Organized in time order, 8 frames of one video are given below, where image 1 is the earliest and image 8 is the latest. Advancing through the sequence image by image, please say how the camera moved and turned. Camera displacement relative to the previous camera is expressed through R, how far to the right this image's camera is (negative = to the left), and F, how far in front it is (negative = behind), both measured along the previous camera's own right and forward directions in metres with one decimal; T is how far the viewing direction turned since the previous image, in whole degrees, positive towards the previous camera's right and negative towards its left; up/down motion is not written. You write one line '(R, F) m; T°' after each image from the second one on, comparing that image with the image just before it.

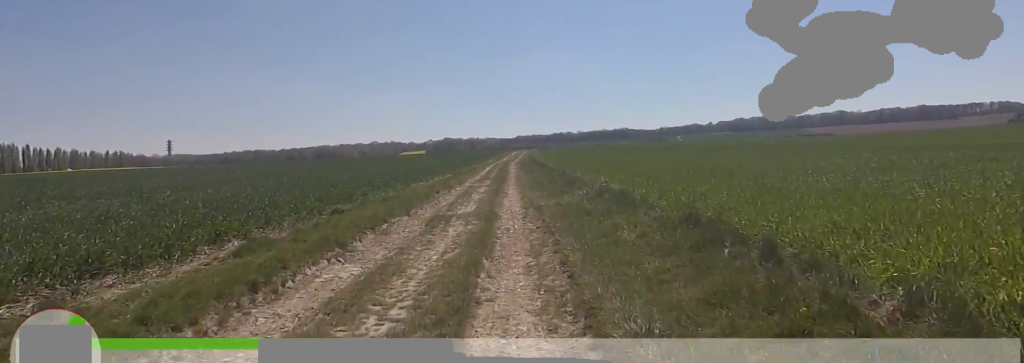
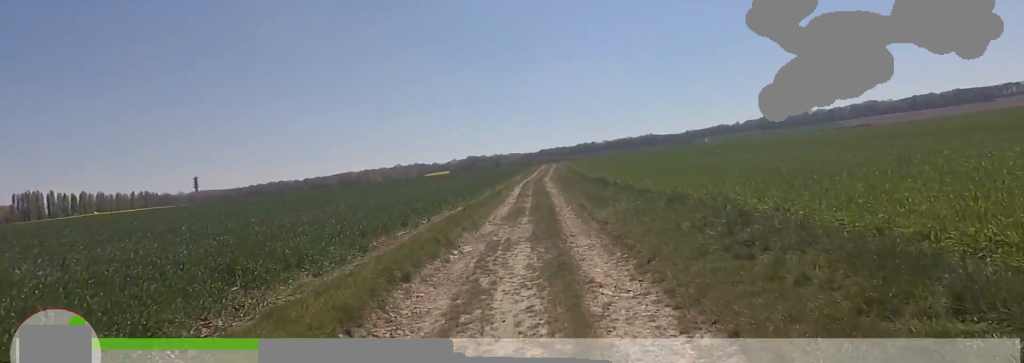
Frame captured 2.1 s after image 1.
(+0.3, +11.6) m; +2°
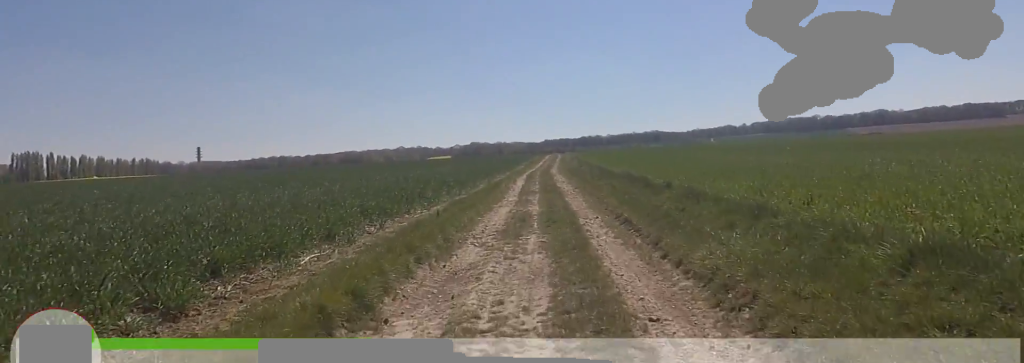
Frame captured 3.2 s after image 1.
(+0.1, +5.8) m; -1°
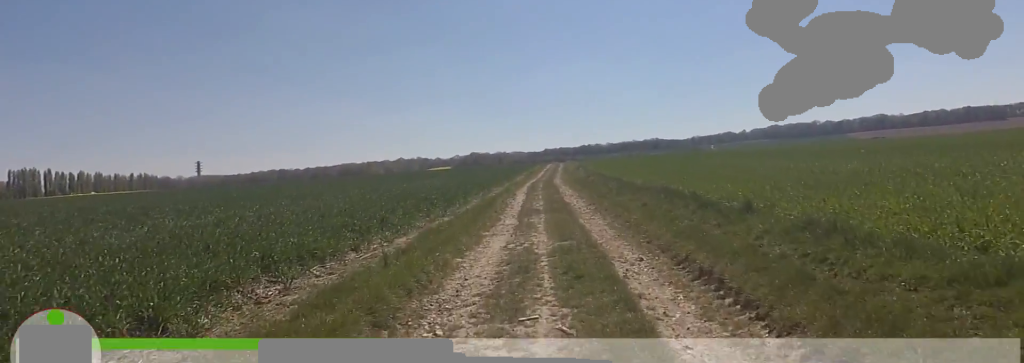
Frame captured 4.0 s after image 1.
(-0.3, +4.3) m; 0°
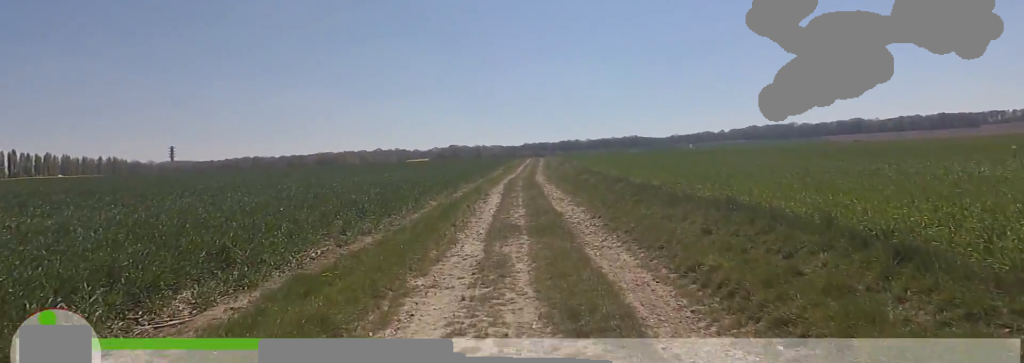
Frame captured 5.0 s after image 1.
(+0.5, +5.4) m; +3°
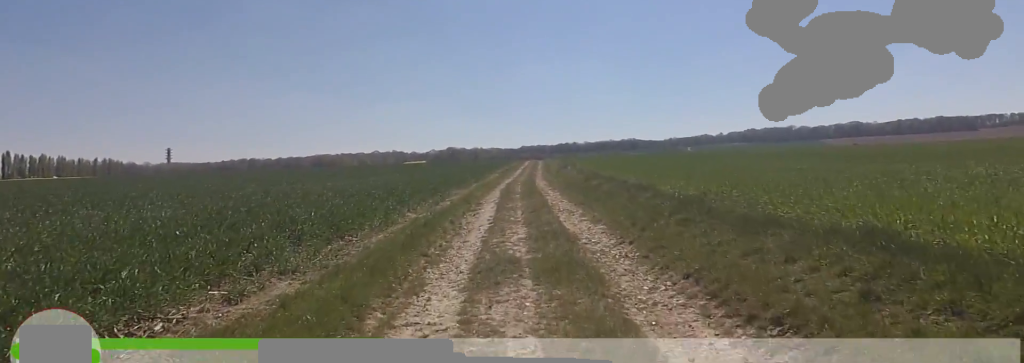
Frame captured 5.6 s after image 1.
(-0.3, +3.0) m; 0°
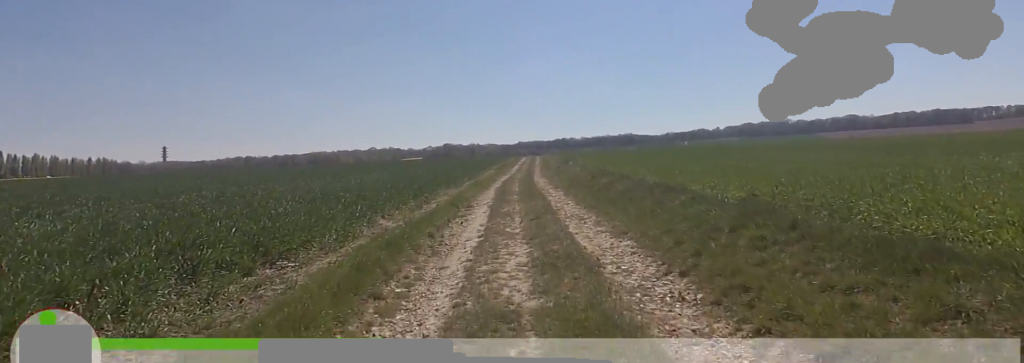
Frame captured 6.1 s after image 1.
(+0.1, +2.6) m; -1°
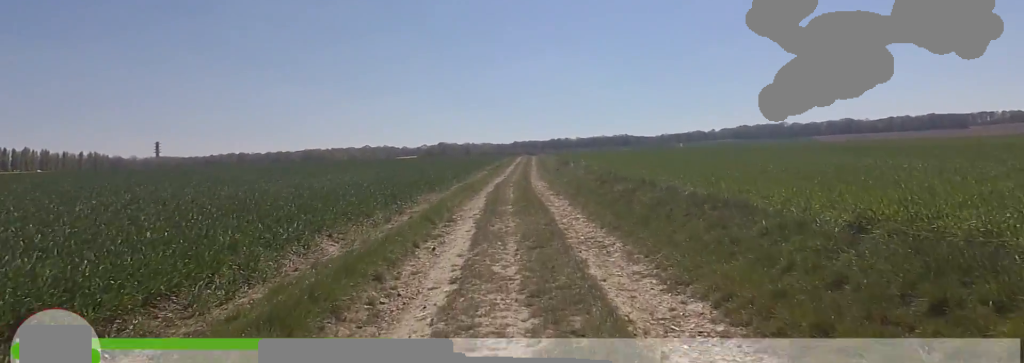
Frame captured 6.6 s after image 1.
(+0.4, +3.1) m; -2°
